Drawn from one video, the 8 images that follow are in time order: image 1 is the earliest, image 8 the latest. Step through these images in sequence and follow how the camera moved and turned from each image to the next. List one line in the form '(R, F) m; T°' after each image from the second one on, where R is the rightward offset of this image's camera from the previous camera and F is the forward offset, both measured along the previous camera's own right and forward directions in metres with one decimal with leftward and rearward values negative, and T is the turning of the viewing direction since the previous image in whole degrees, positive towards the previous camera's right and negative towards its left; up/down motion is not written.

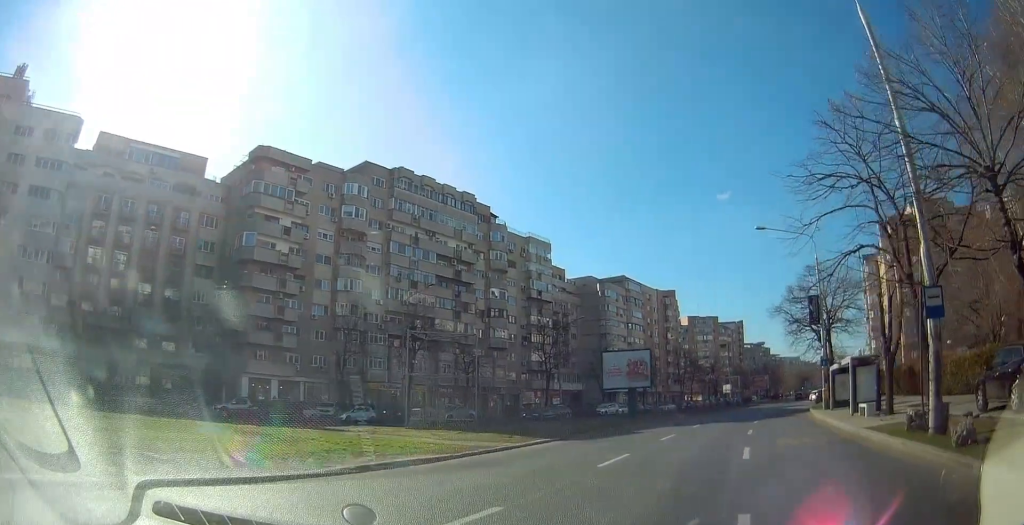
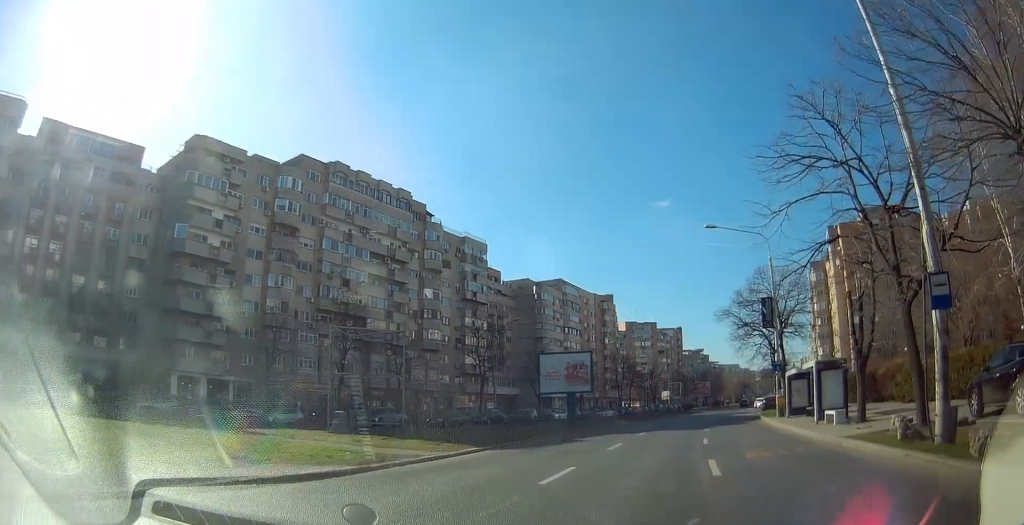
(-0.1, +1.5) m; -4°
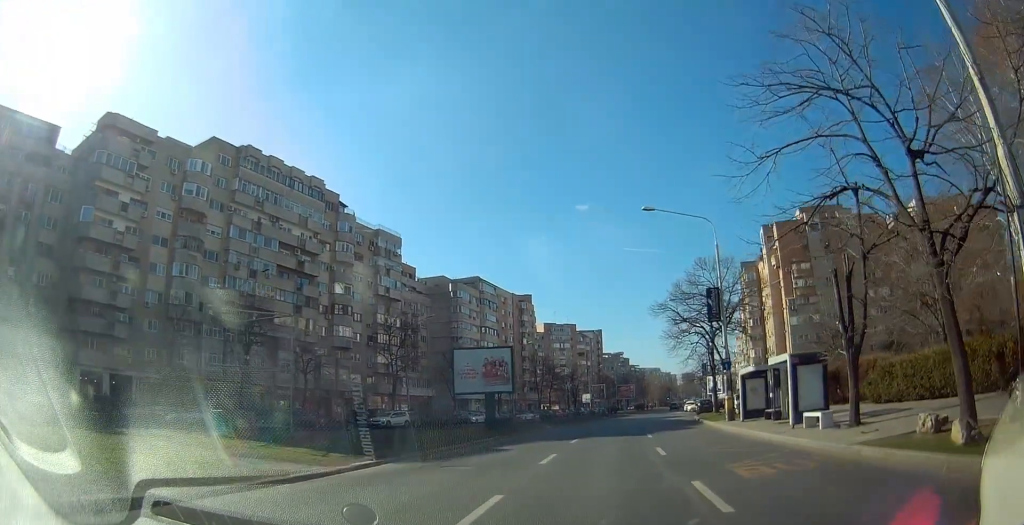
(-0.3, +3.3) m; -1°
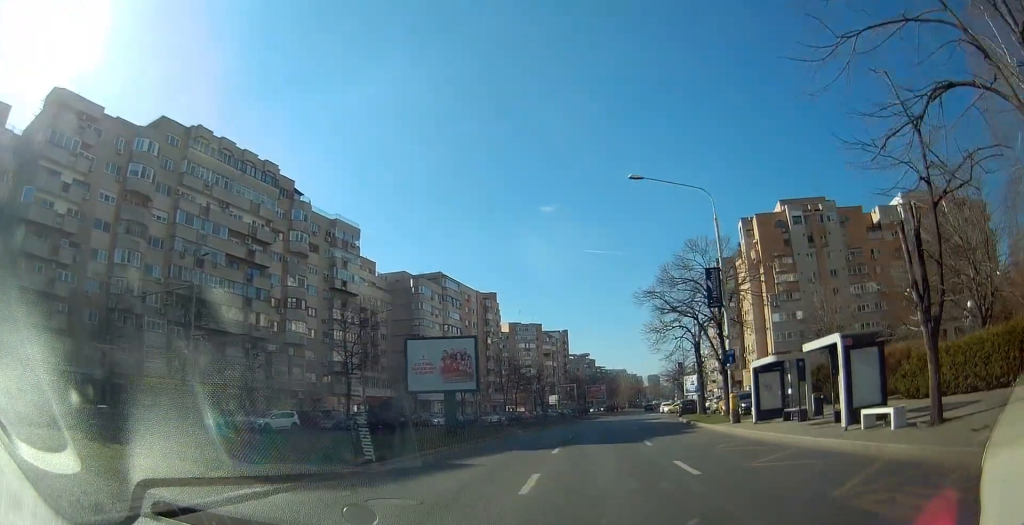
(+0.1, +4.2) m; +4°
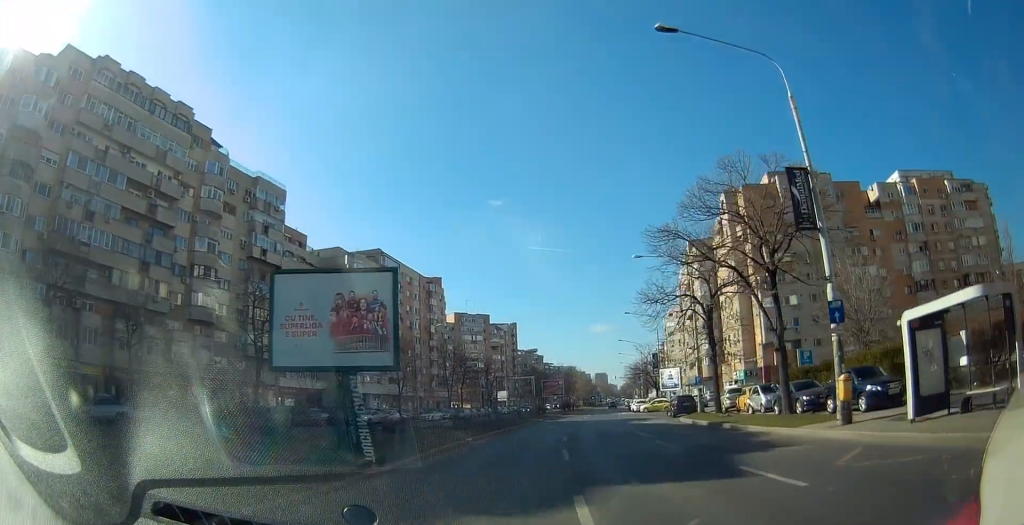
(+1.0, +10.3) m; +10°
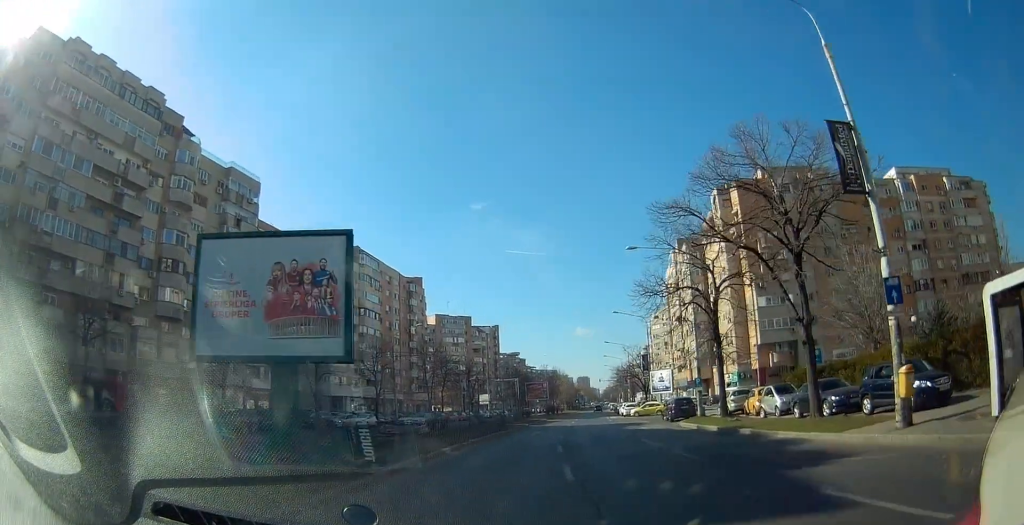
(+0.3, +3.2) m; 0°
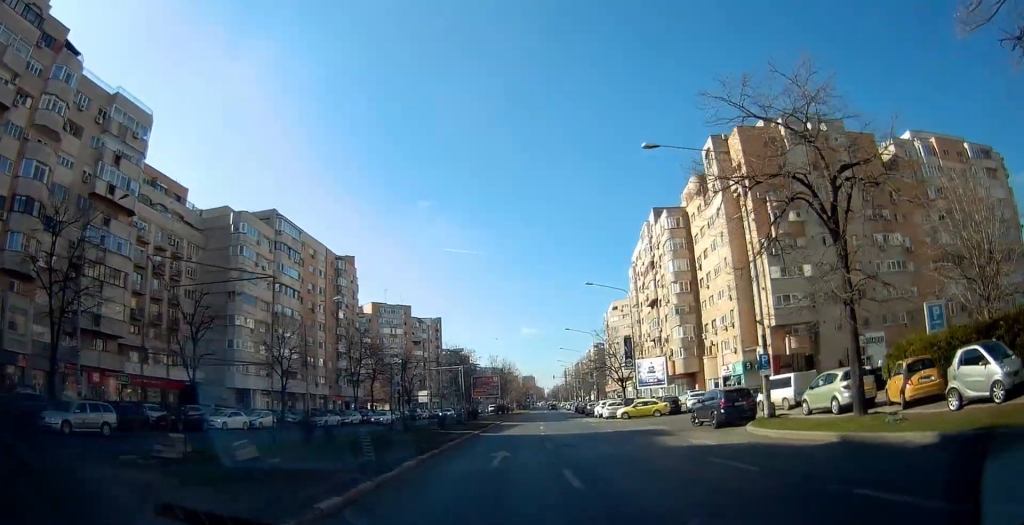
(-1.4, +15.3) m; -6°
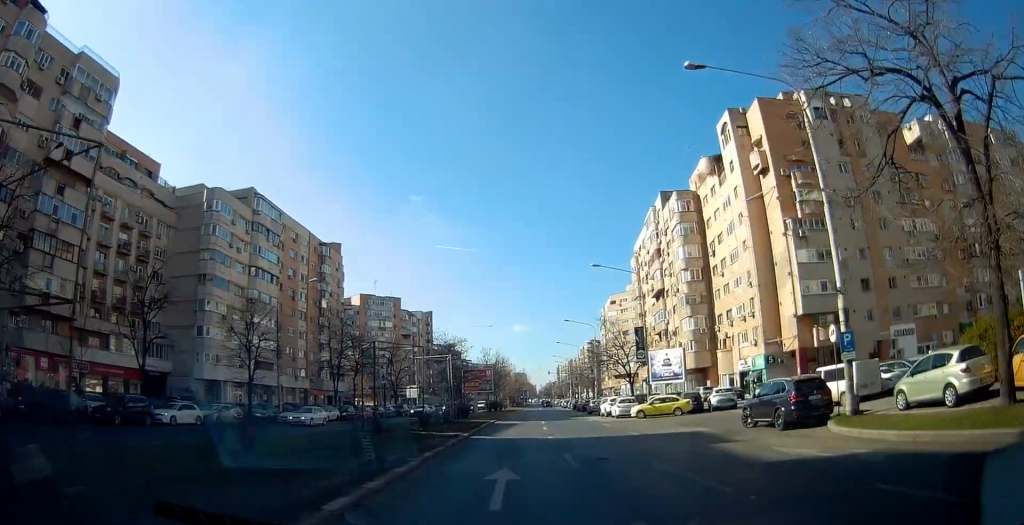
(-0.1, +6.1) m; +2°
